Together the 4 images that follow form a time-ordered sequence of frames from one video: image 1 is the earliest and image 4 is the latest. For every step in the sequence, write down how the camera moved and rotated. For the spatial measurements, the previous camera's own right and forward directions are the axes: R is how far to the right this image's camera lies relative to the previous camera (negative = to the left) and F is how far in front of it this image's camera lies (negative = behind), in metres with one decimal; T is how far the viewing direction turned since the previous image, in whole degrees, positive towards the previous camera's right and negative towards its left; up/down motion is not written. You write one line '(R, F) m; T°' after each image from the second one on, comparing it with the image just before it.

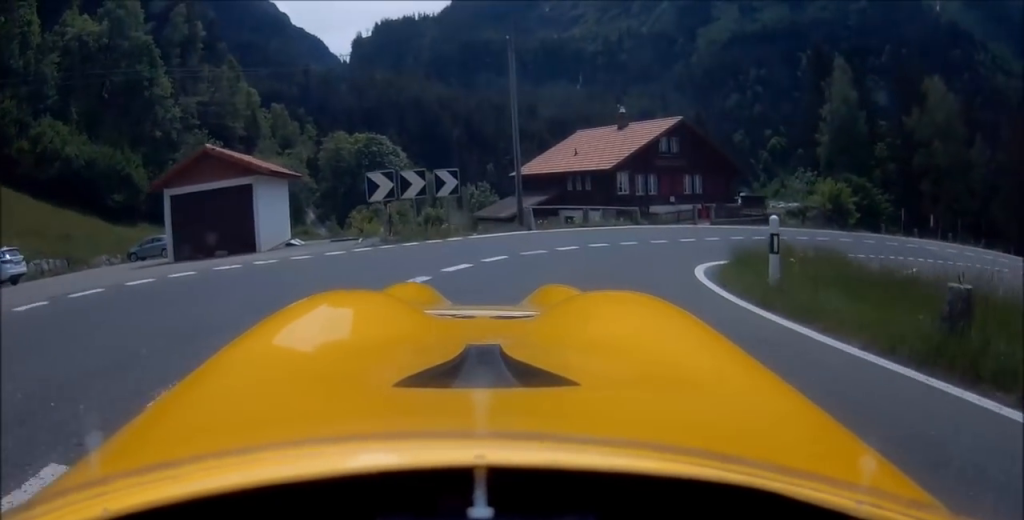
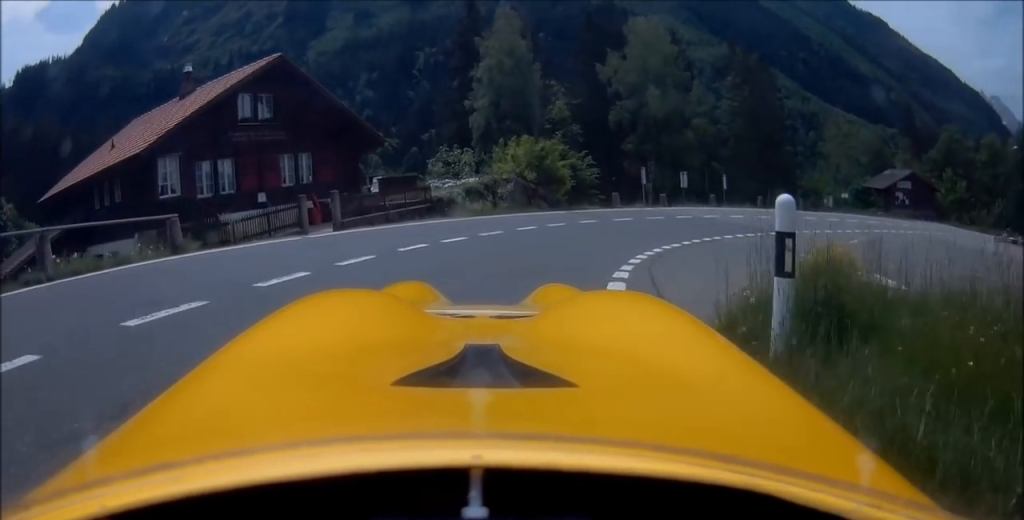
(+5.5, +13.8) m; +64°
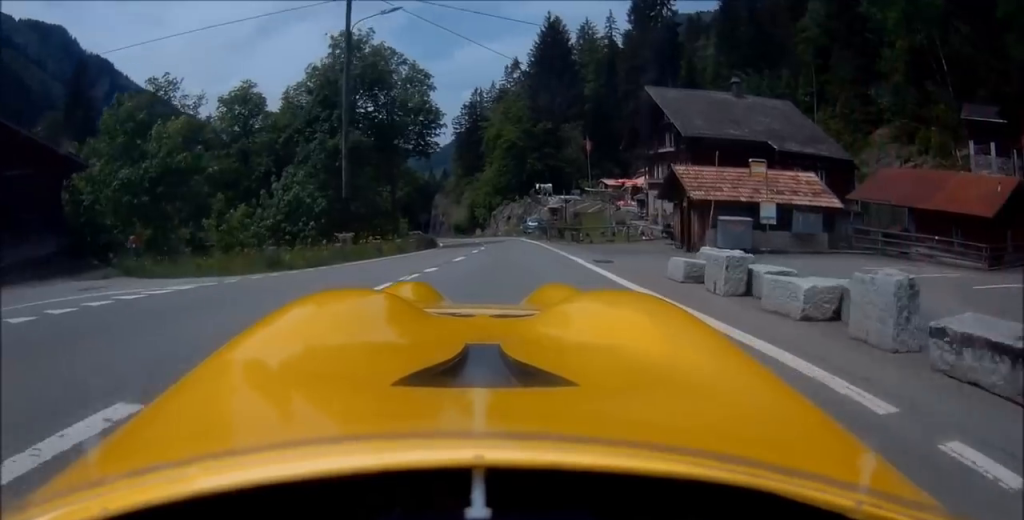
(+31.2, +29.7) m; +62°
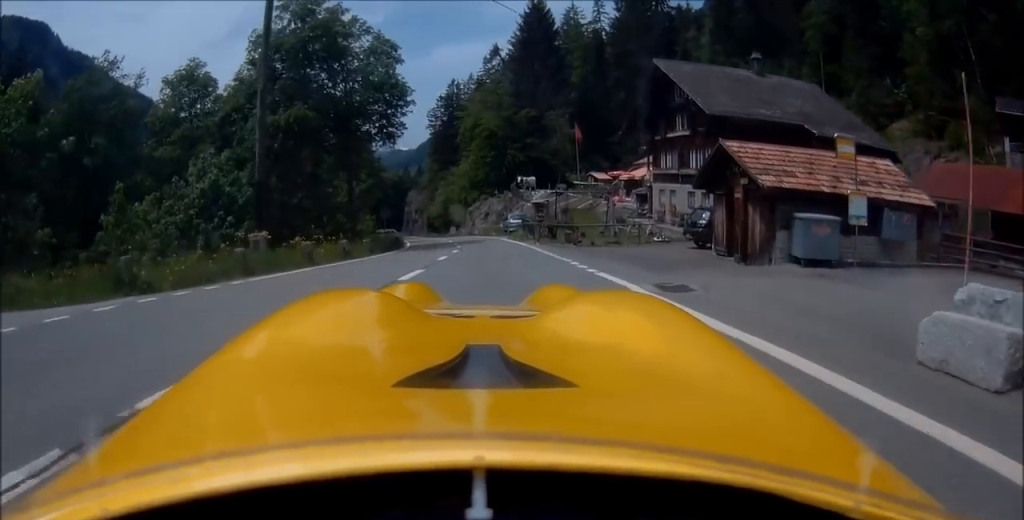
(+0.1, +7.9) m; +5°
